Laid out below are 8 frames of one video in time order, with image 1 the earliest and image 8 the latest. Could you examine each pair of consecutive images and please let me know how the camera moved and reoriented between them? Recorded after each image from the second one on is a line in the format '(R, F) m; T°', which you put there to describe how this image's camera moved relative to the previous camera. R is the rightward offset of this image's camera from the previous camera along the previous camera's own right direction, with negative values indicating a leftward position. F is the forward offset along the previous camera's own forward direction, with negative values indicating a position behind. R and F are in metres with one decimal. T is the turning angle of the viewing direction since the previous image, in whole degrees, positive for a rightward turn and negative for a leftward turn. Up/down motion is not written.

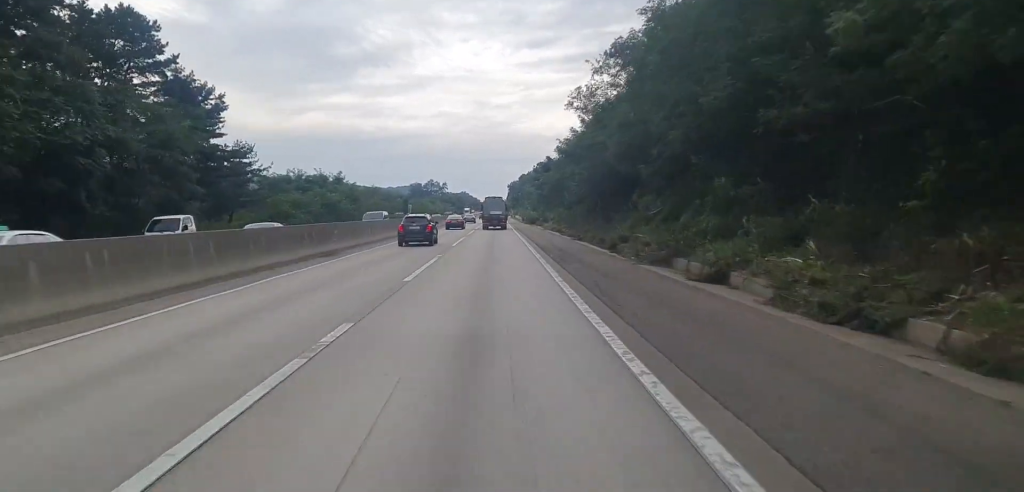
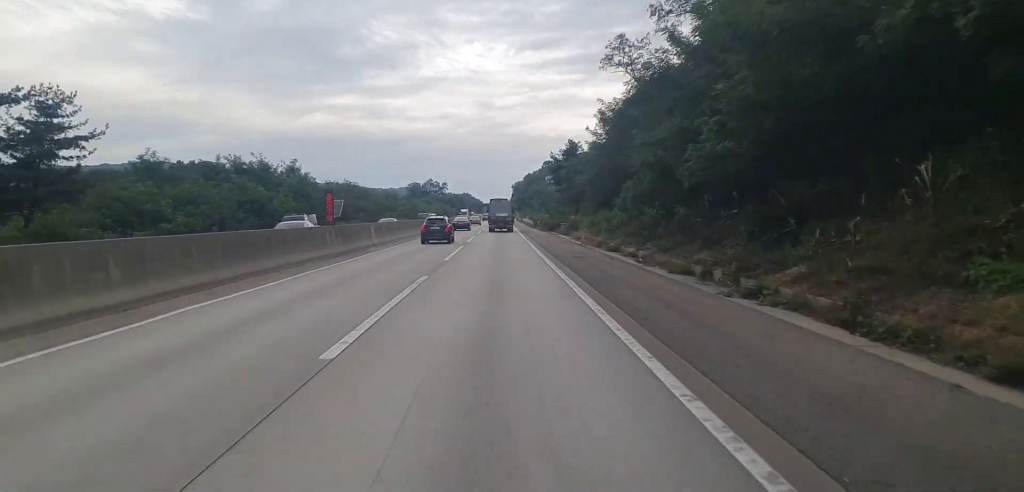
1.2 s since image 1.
(-0.2, +30.4) m; 0°
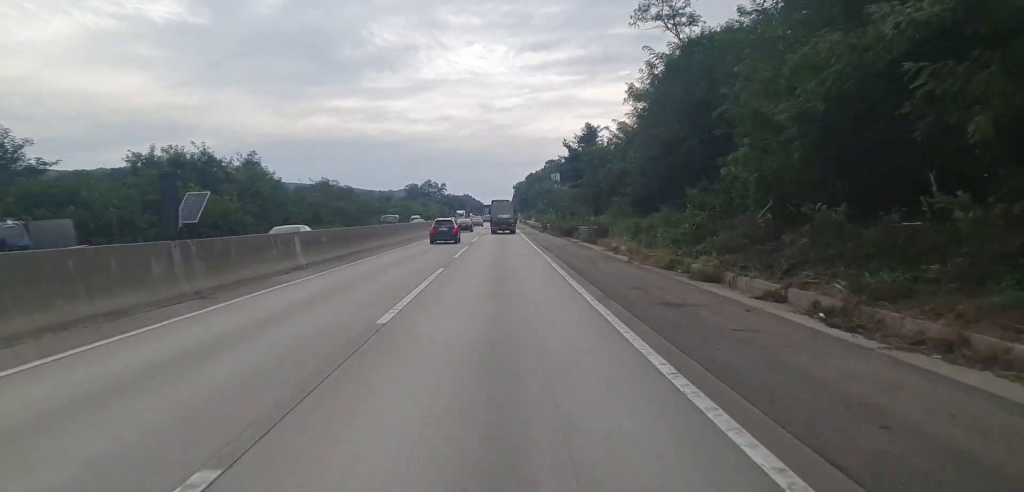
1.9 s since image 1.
(0.0, +16.9) m; 0°
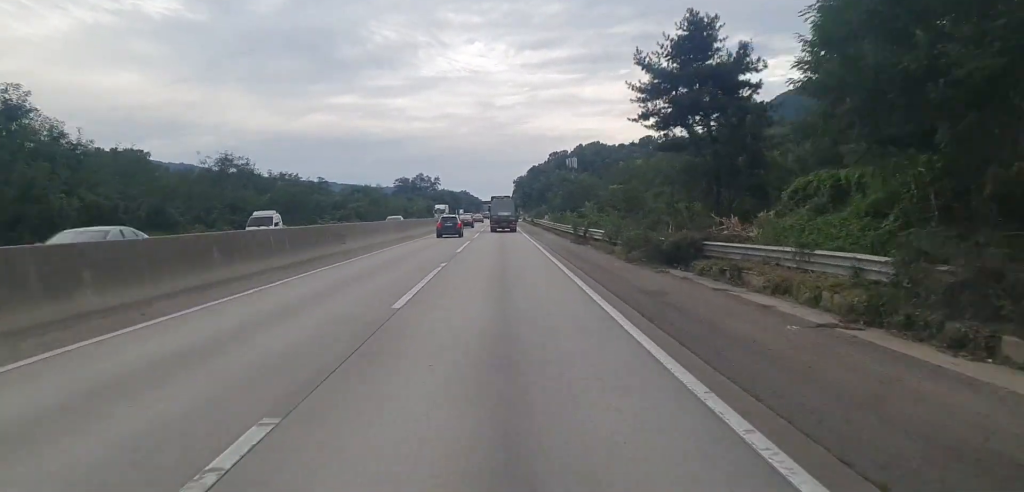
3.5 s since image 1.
(-0.1, +40.9) m; 0°
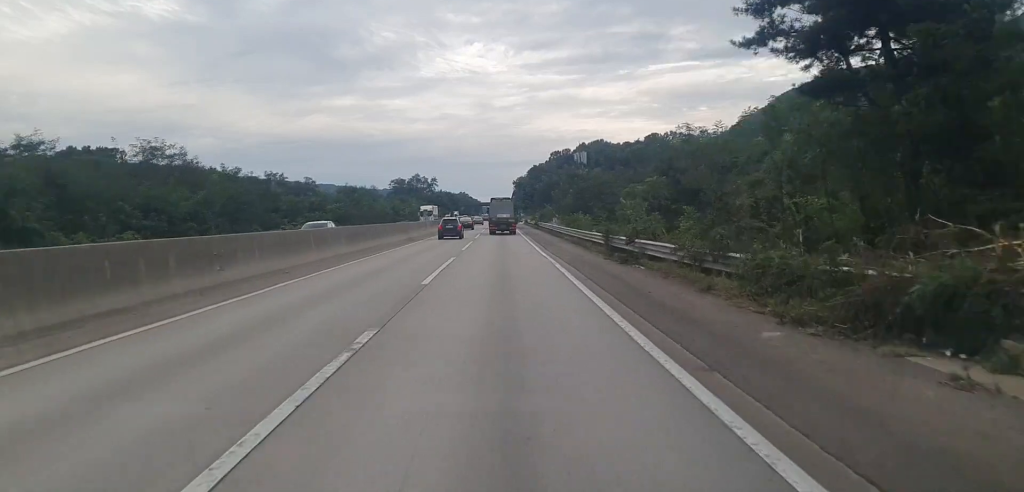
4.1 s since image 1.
(+0.1, +14.8) m; 0°
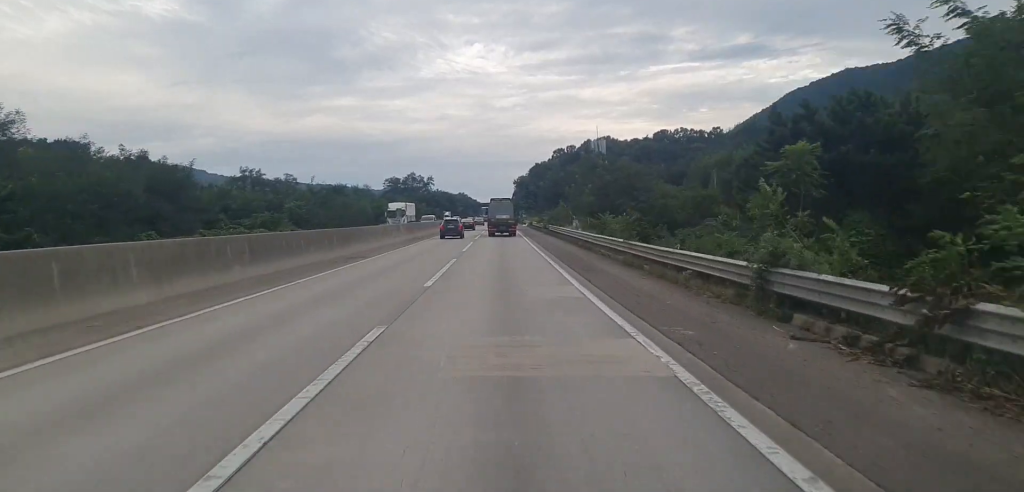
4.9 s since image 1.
(+0.1, +21.4) m; 0°
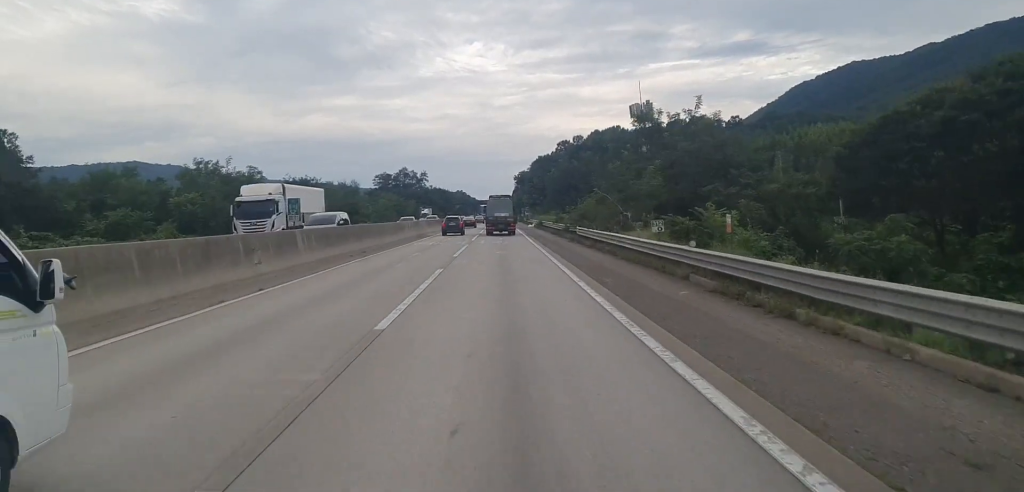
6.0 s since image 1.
(0.0, +30.8) m; 0°
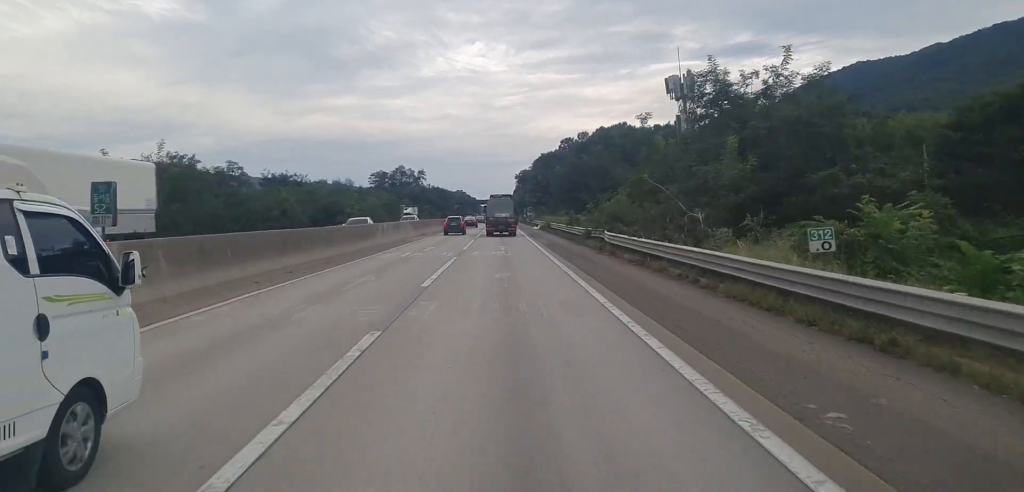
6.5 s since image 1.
(0.0, +13.2) m; 0°
